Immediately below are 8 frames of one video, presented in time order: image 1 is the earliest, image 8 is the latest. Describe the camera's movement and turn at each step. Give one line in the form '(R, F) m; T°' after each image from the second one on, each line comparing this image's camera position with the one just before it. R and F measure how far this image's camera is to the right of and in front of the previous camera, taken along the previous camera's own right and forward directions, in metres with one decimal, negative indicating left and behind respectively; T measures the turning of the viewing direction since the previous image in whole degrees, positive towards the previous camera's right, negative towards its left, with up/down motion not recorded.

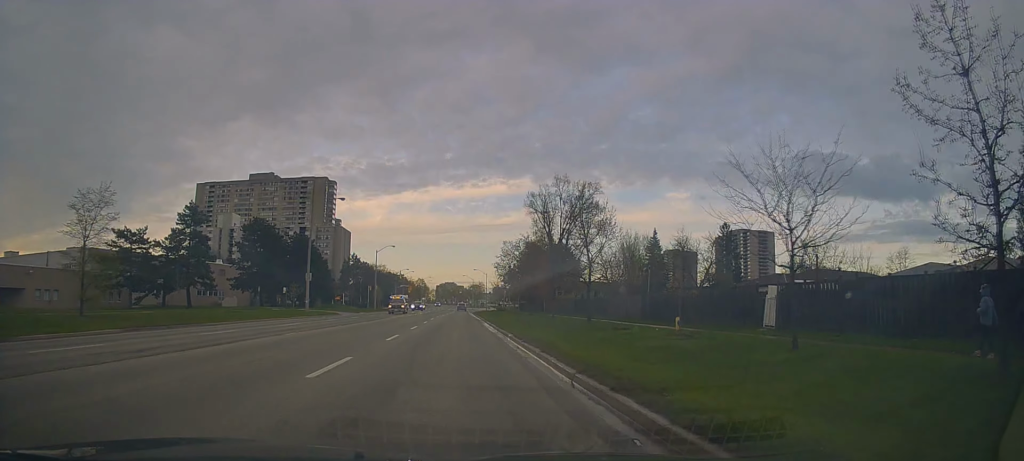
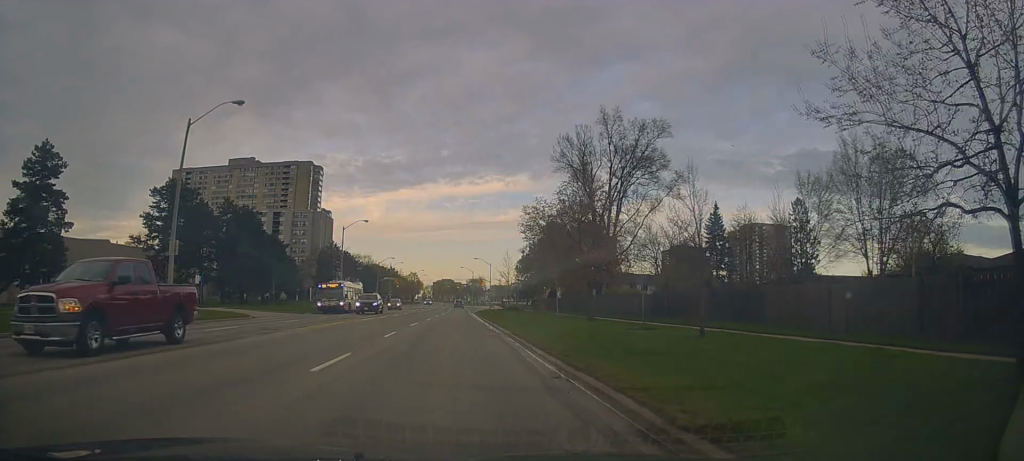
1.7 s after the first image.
(-0.8, +27.1) m; 0°
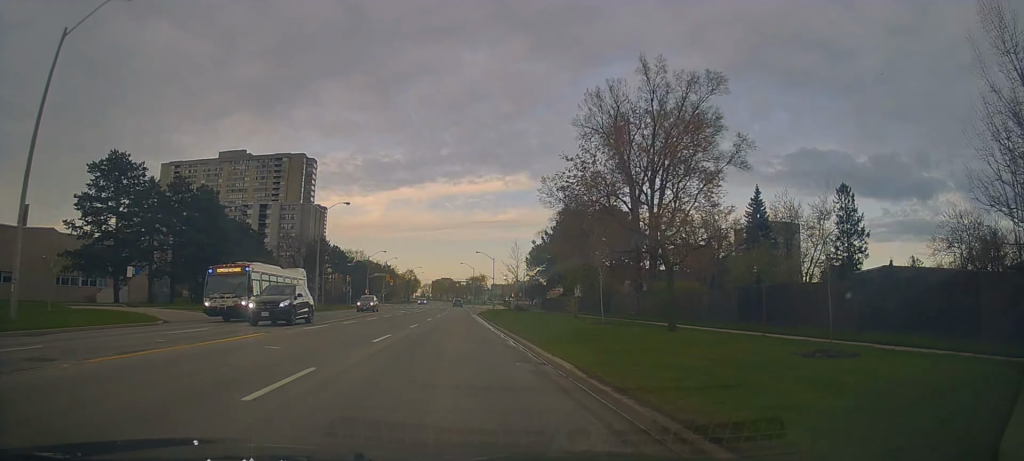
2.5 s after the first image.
(+0.2, +12.1) m; +1°
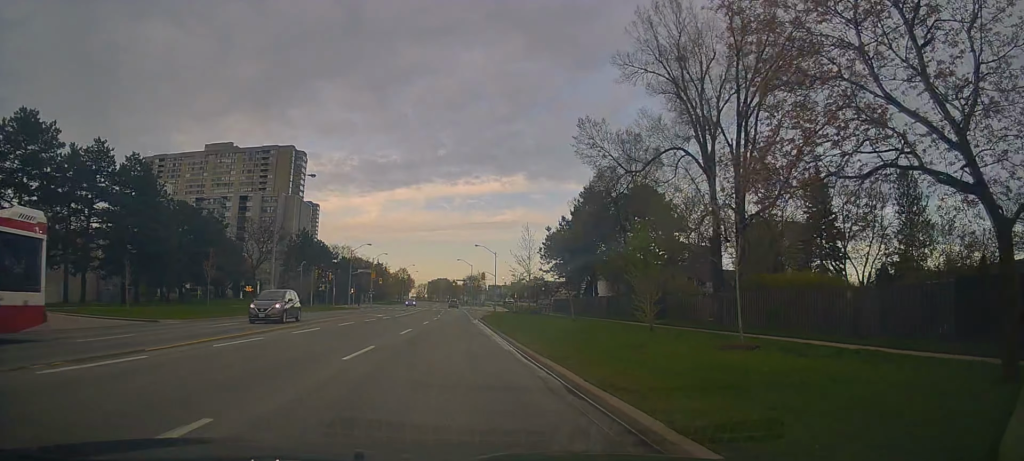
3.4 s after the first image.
(+0.1, +13.6) m; 0°
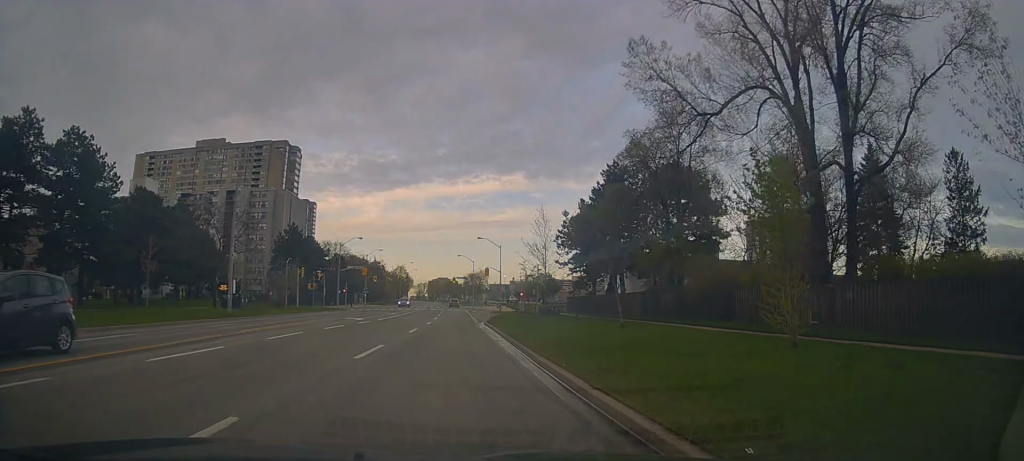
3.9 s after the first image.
(0.0, +9.4) m; 0°
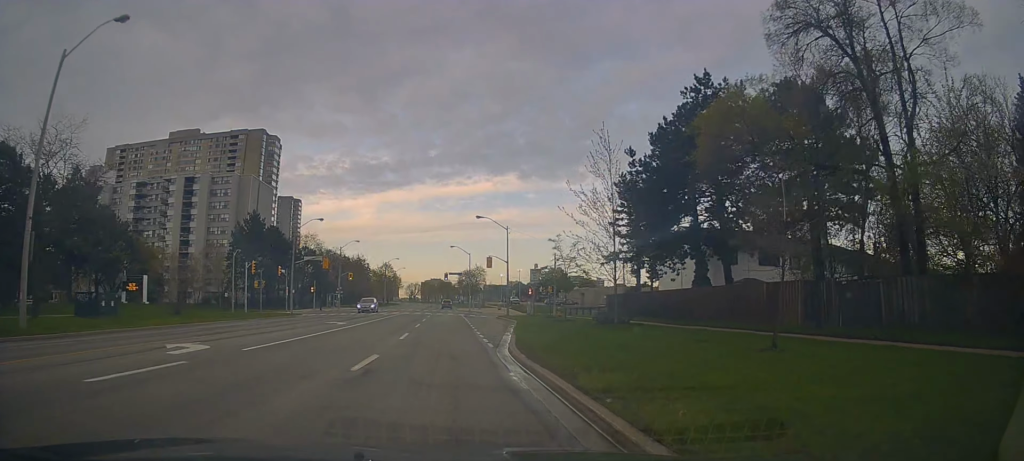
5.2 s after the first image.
(-0.2, +20.1) m; -2°
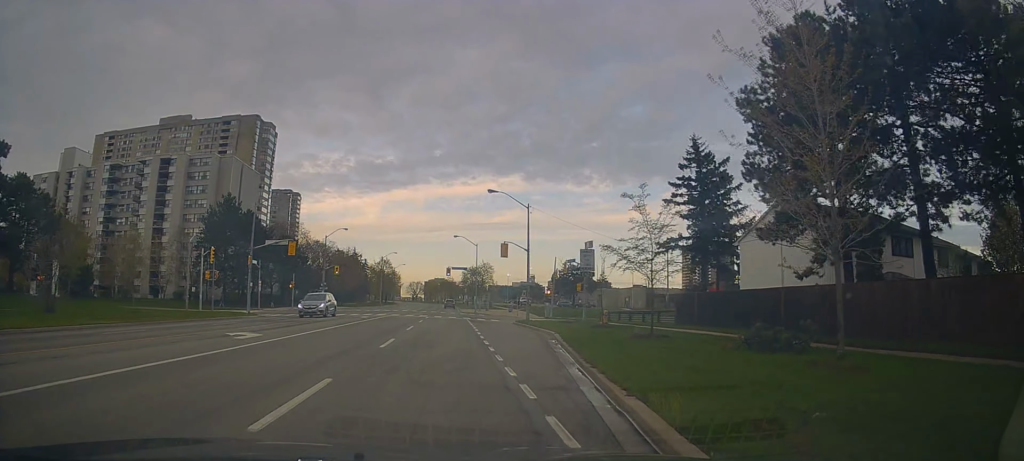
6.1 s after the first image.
(-0.4, +13.9) m; 0°
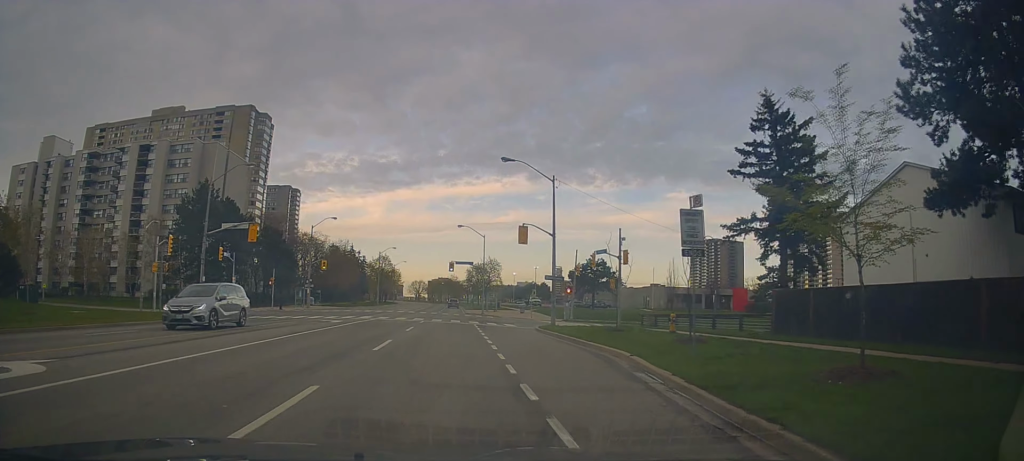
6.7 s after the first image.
(+0.3, +10.1) m; +1°
